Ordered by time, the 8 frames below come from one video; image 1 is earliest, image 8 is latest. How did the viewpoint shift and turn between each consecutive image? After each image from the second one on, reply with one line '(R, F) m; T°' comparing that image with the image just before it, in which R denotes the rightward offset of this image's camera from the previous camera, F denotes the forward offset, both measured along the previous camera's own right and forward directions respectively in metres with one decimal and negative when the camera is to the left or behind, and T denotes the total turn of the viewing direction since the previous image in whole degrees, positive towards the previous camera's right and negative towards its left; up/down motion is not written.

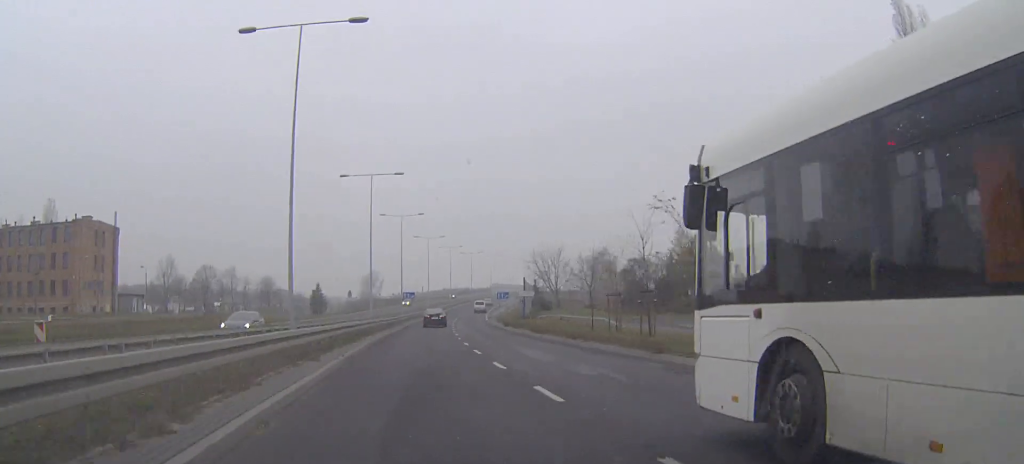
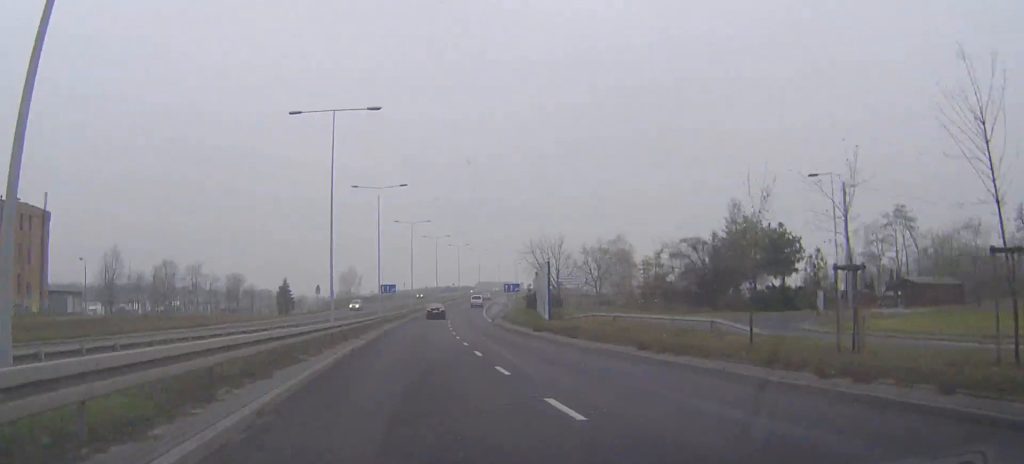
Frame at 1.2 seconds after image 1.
(+0.4, +19.2) m; +2°
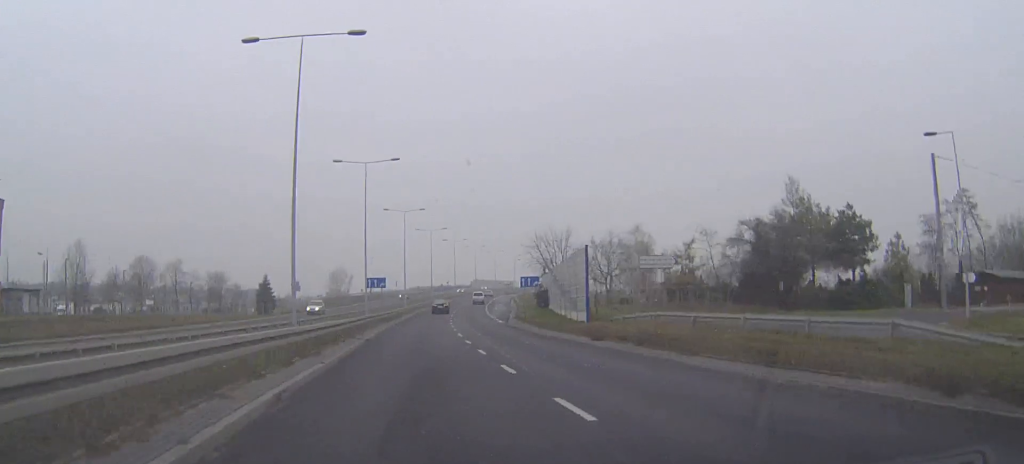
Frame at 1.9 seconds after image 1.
(+0.1, +12.1) m; +1°
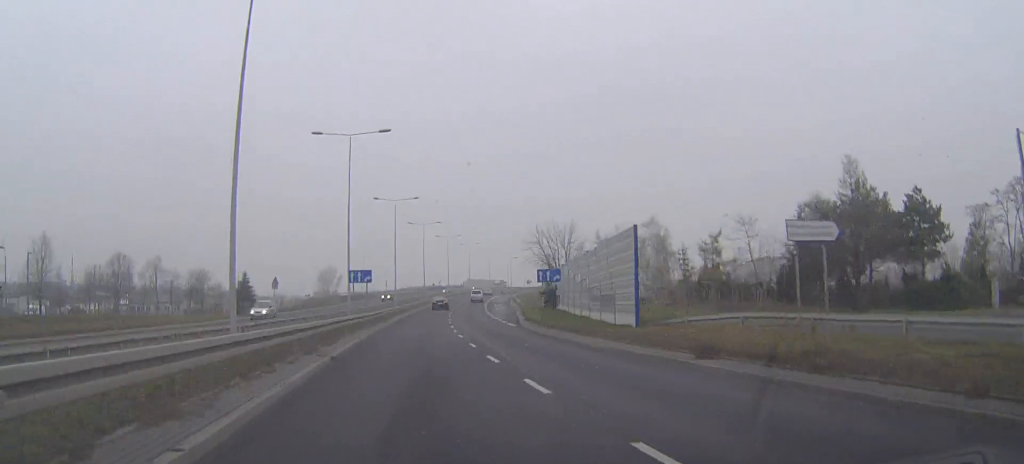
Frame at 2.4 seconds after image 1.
(0.0, +9.1) m; +1°
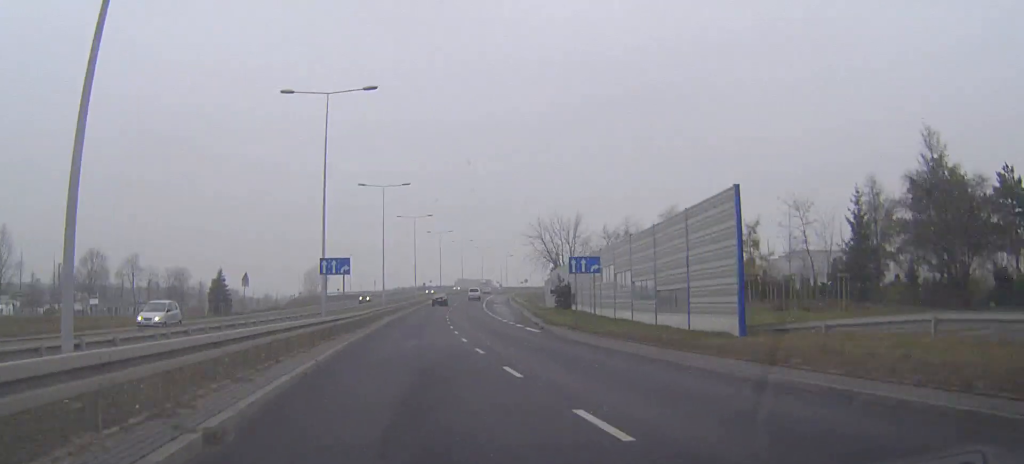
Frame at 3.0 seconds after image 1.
(+0.1, +9.9) m; +1°
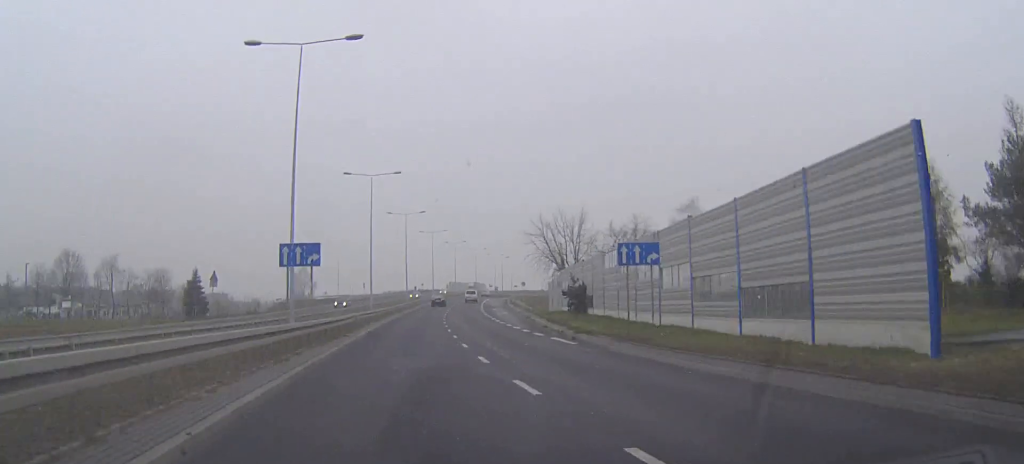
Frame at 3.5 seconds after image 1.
(+0.1, +8.6) m; +1°
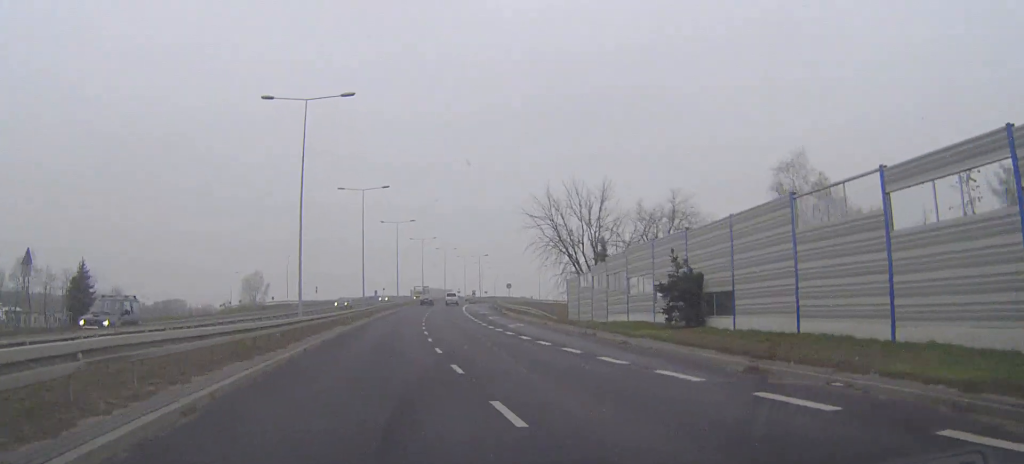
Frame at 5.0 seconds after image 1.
(+0.6, +26.8) m; +3°
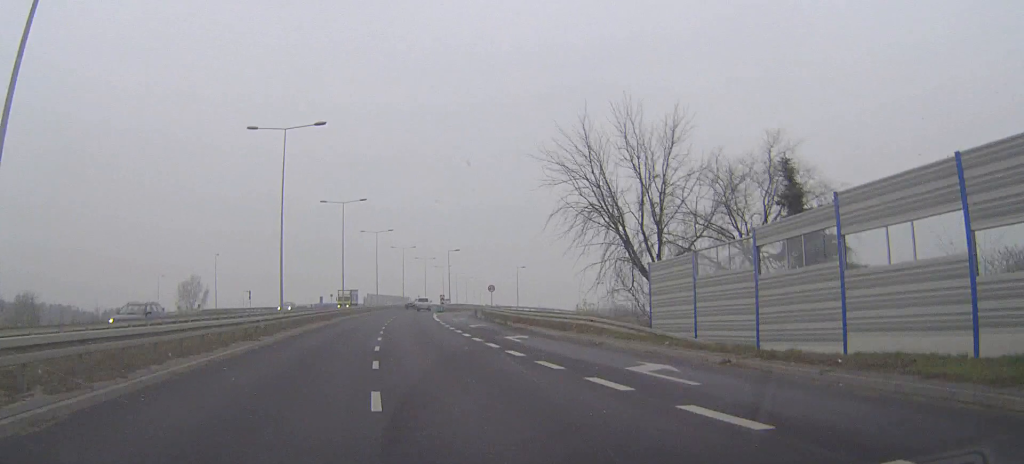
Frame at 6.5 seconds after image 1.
(+0.8, +28.1) m; +3°
